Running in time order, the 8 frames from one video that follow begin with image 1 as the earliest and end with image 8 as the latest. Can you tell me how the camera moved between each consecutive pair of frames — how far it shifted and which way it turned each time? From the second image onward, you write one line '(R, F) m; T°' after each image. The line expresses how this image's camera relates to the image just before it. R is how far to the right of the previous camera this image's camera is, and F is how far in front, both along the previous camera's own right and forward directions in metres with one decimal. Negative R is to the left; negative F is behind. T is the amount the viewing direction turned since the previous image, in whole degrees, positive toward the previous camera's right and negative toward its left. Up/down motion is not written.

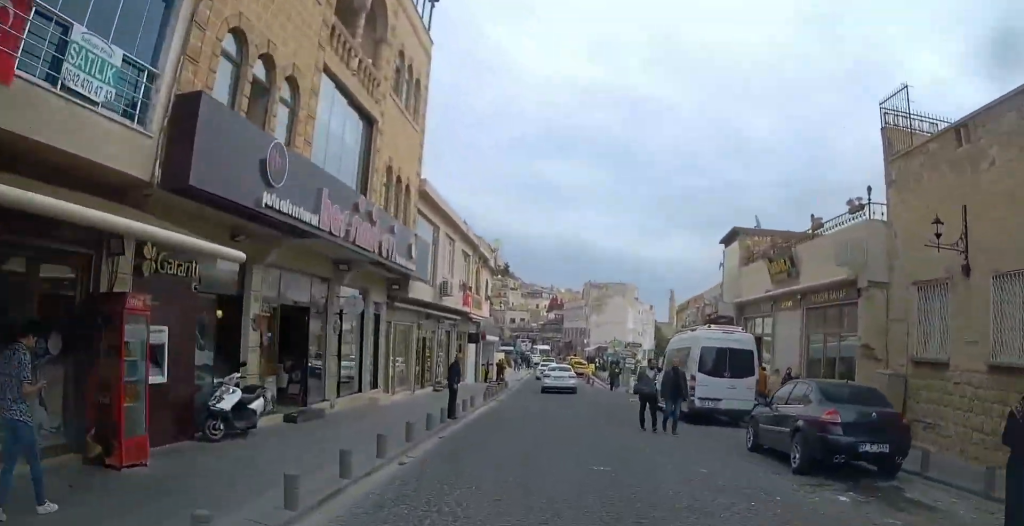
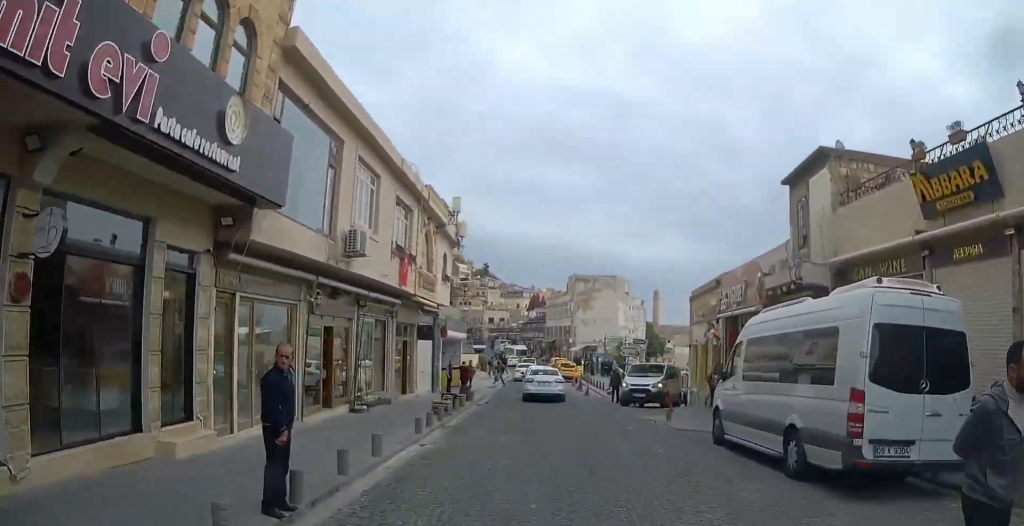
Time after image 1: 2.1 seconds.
(-0.9, +10.8) m; -7°
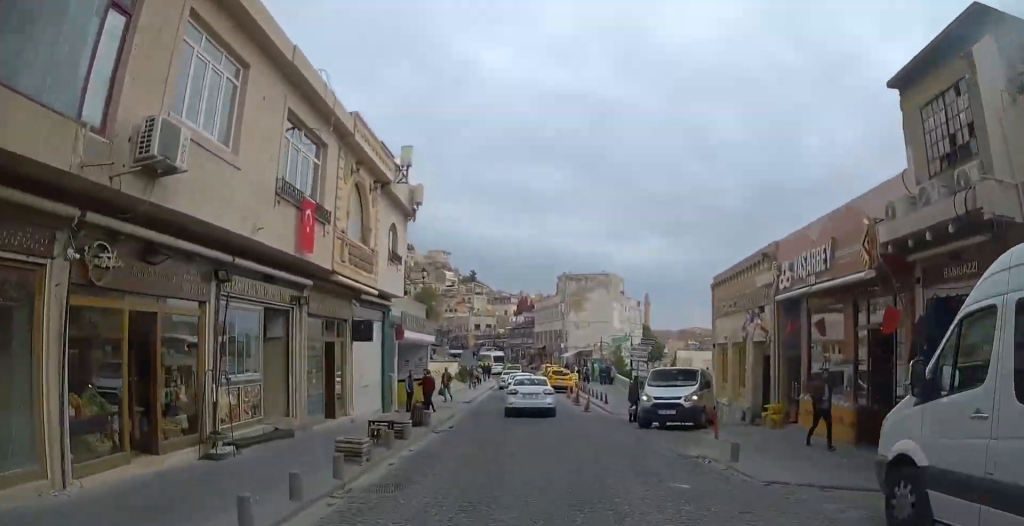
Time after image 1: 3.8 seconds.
(-1.0, +8.8) m; -5°
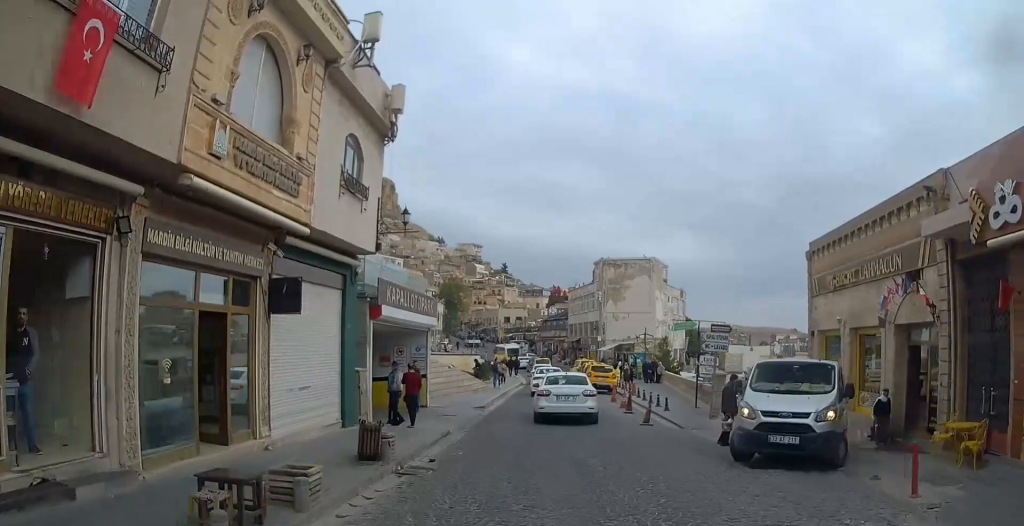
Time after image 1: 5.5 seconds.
(+0.2, +8.8) m; +2°
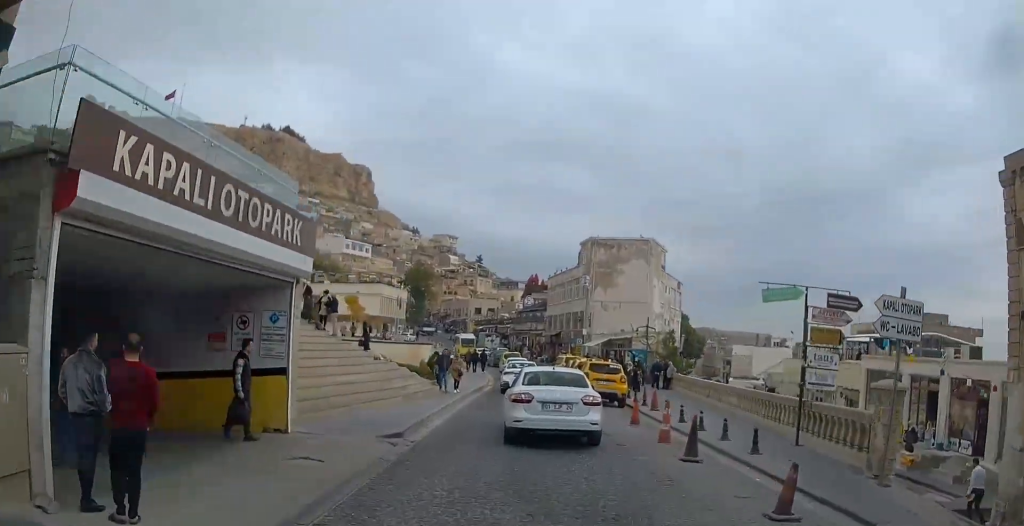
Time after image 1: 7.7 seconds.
(+0.2, +11.1) m; +2°
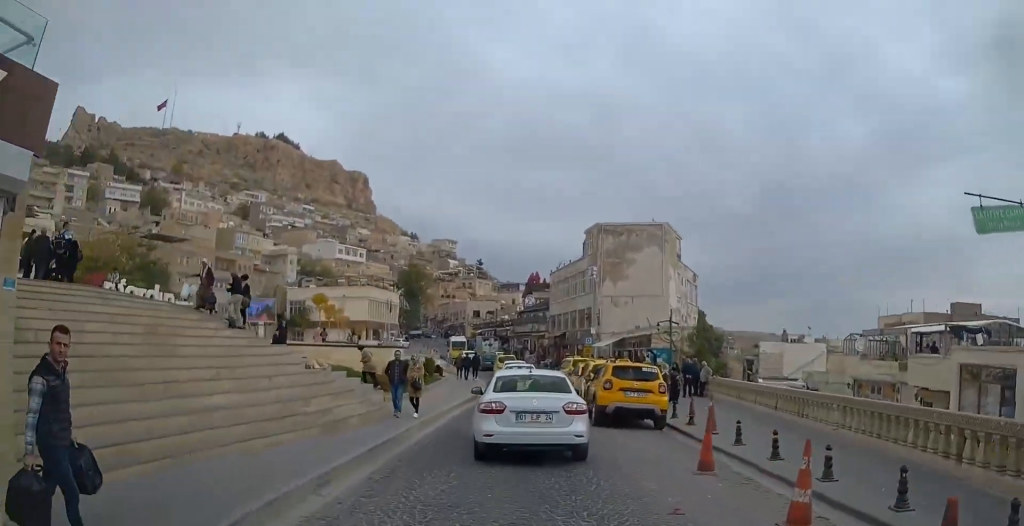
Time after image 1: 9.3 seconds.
(+0.3, +7.8) m; 0°
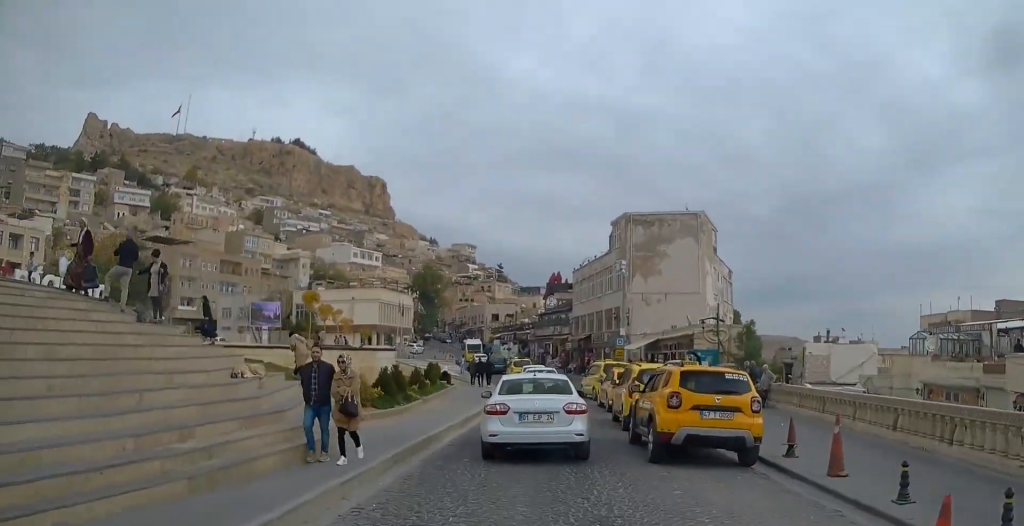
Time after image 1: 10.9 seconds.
(-0.1, +7.1) m; 0°
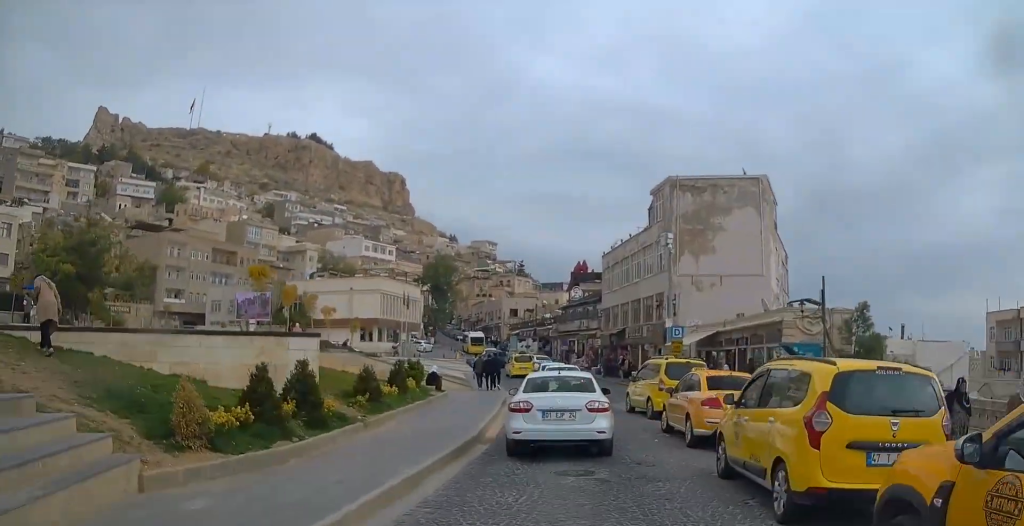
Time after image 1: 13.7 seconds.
(-0.2, +11.5) m; +1°
